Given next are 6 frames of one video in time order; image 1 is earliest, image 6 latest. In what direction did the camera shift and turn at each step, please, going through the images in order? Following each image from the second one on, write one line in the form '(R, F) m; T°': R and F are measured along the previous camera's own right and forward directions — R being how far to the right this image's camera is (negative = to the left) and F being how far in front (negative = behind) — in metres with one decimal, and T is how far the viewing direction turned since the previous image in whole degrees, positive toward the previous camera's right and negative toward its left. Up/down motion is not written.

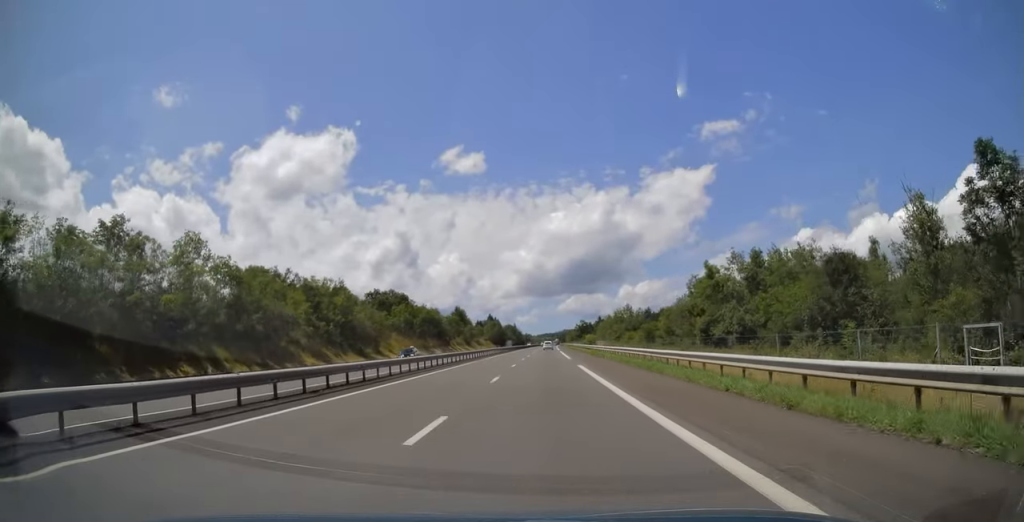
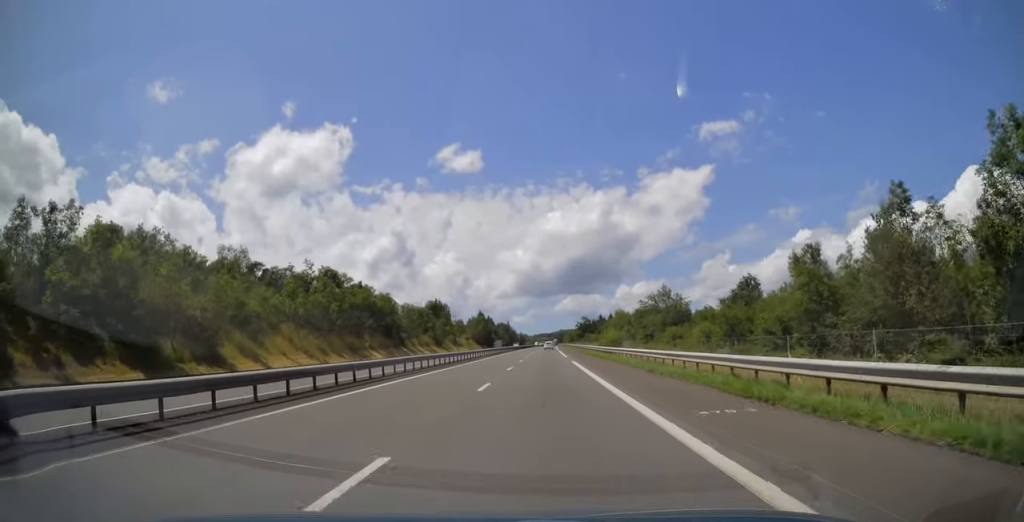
(+0.1, +43.0) m; 0°
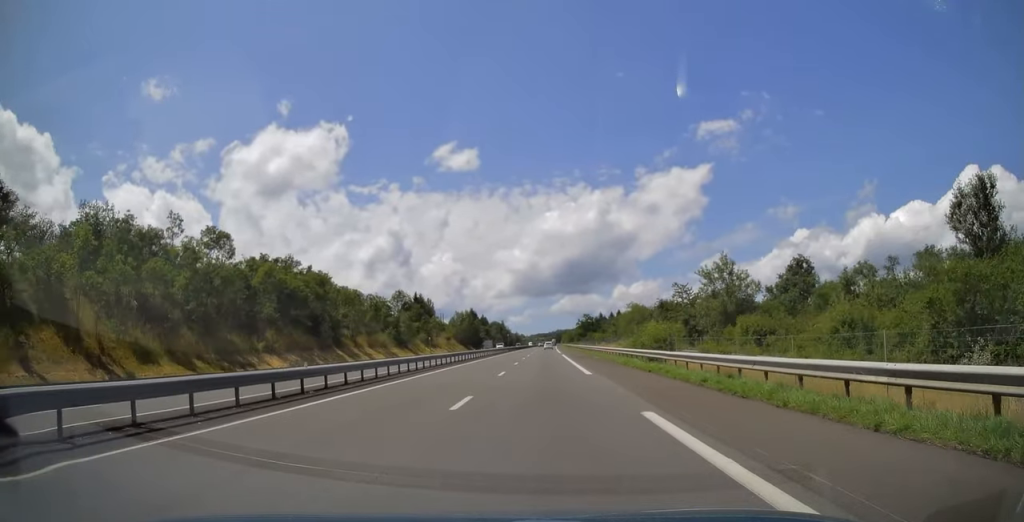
(0.0, +30.7) m; 0°
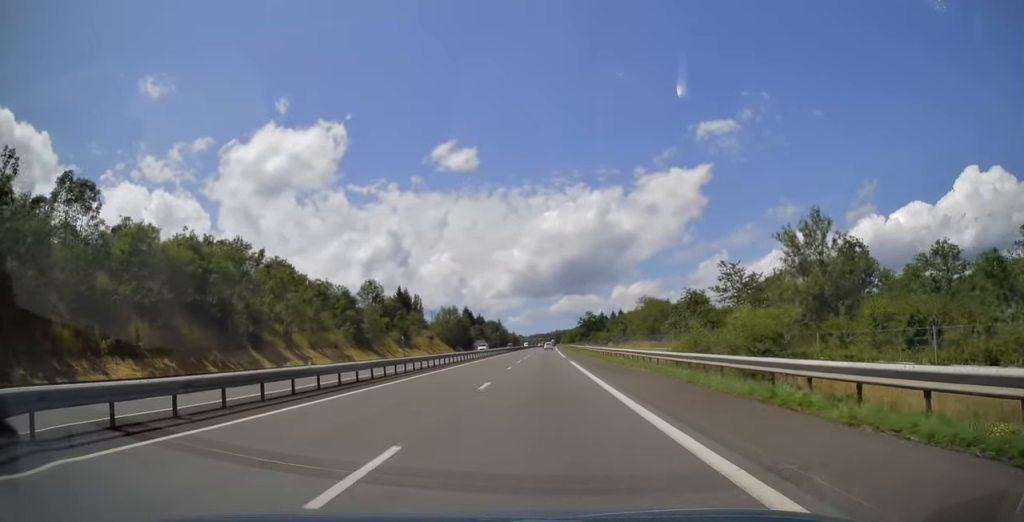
(0.0, +20.4) m; 0°
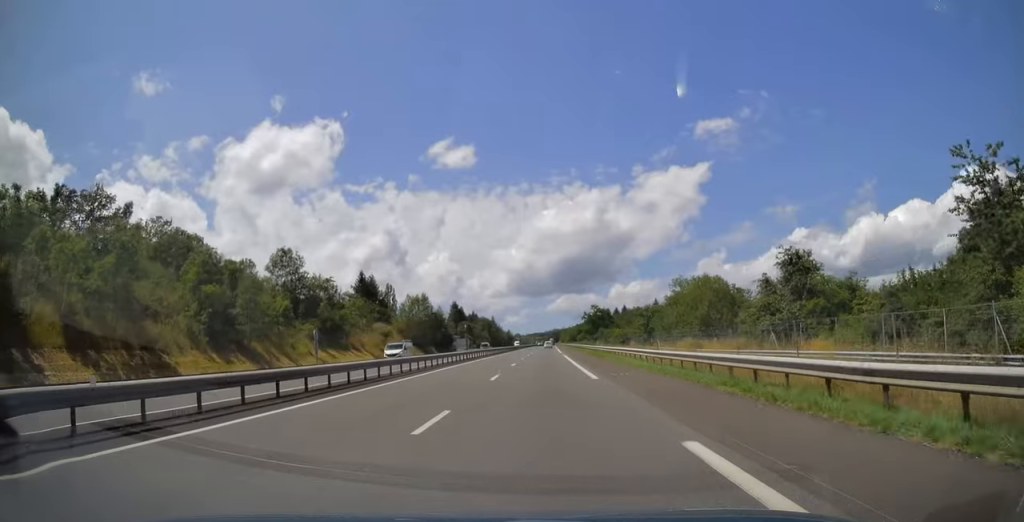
(0.0, +34.8) m; 0°
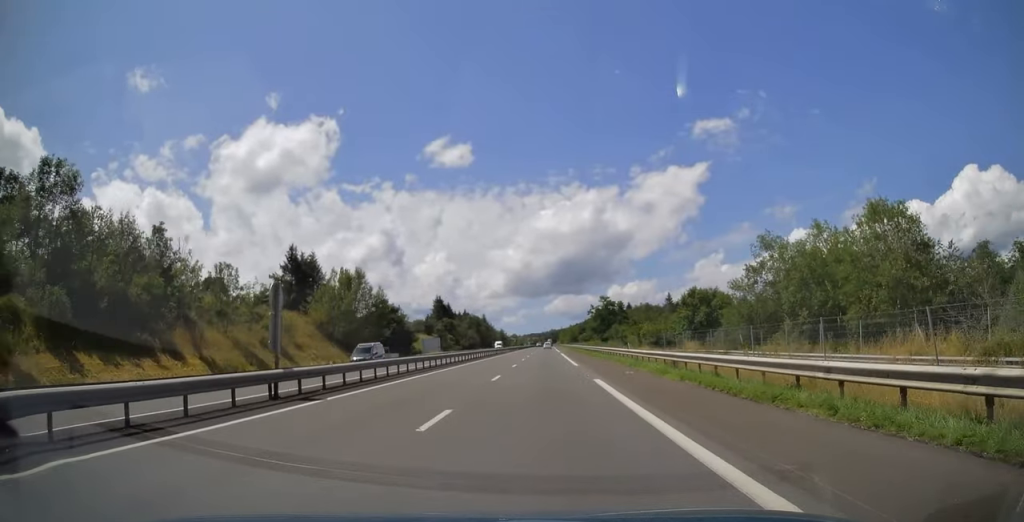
(+0.3, +38.4) m; +1°
